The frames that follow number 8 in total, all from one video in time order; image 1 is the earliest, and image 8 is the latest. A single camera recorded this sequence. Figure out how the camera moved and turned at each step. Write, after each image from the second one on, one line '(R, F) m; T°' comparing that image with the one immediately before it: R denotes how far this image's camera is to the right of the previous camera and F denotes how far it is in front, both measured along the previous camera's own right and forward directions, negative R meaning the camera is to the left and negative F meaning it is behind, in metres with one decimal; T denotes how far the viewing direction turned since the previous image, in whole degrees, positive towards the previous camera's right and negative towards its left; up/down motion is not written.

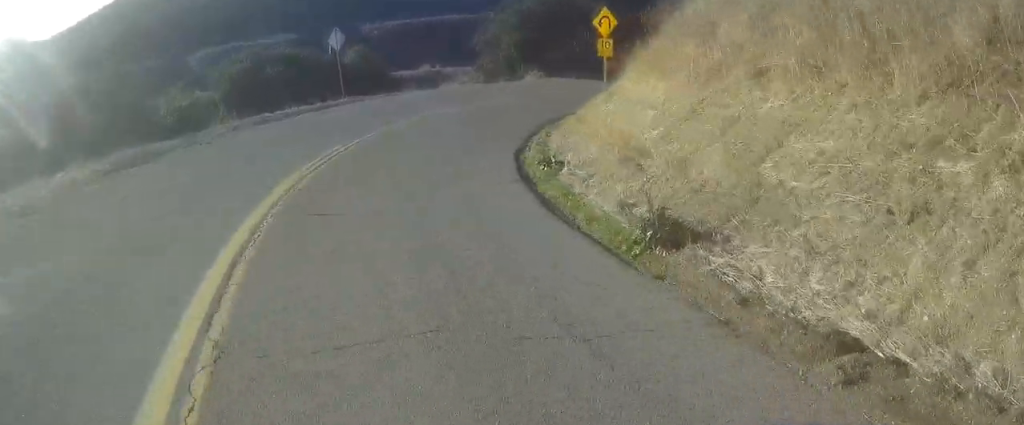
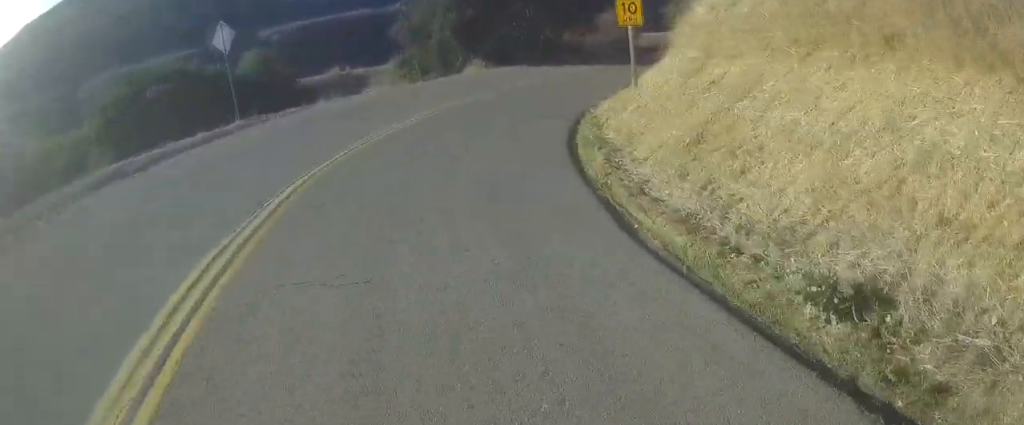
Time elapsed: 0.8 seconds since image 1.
(0.0, +8.2) m; +7°
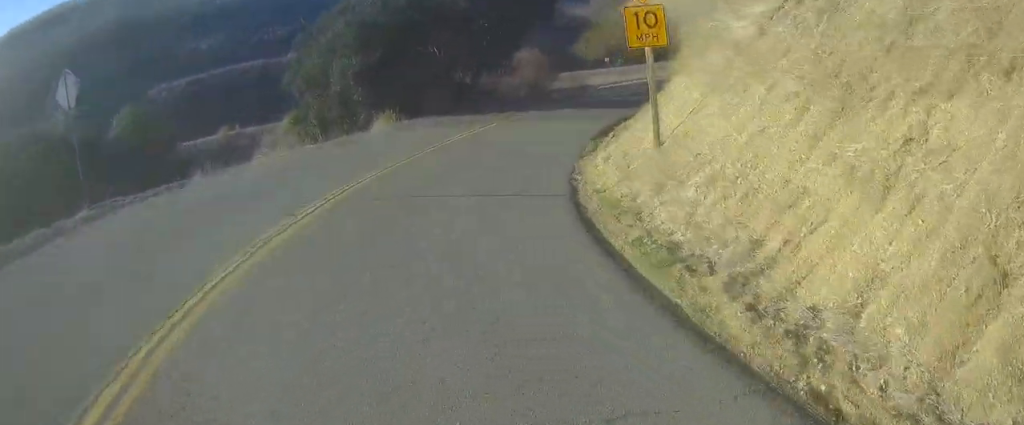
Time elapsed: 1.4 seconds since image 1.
(0.0, +5.5) m; +10°
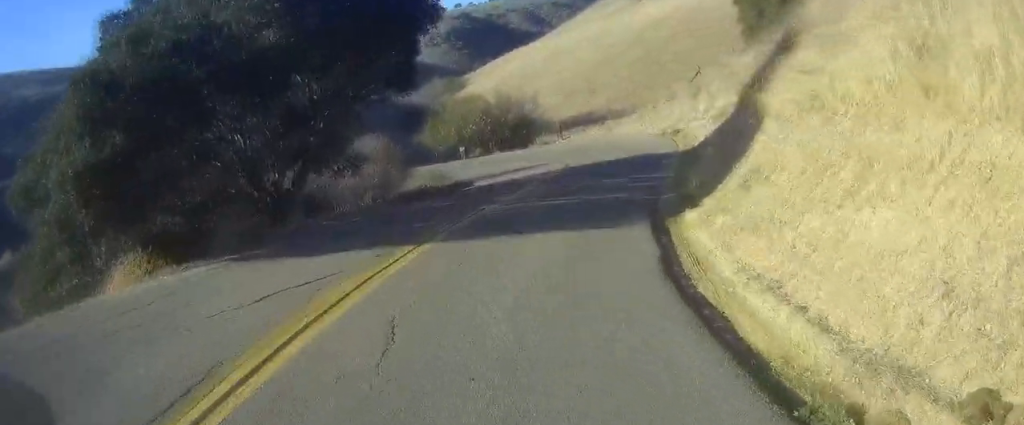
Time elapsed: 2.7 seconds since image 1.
(+4.0, +12.0) m; +31°
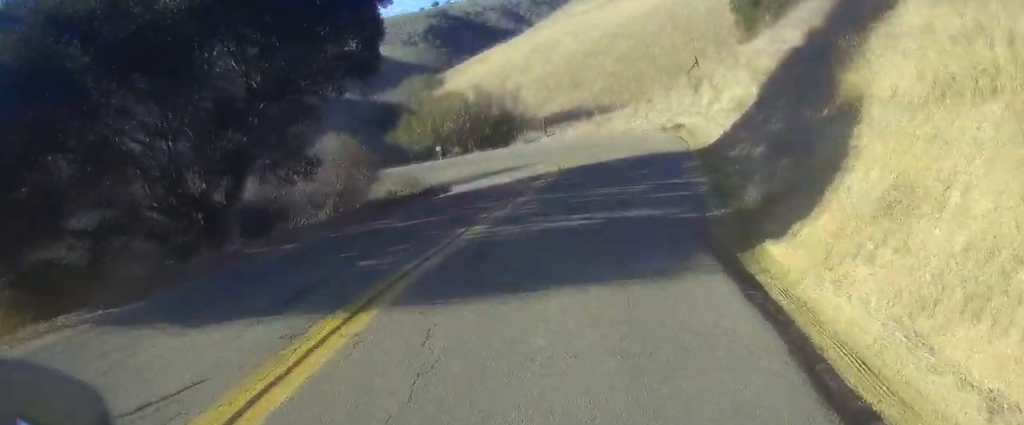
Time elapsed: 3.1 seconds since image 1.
(+0.3, +4.3) m; +8°
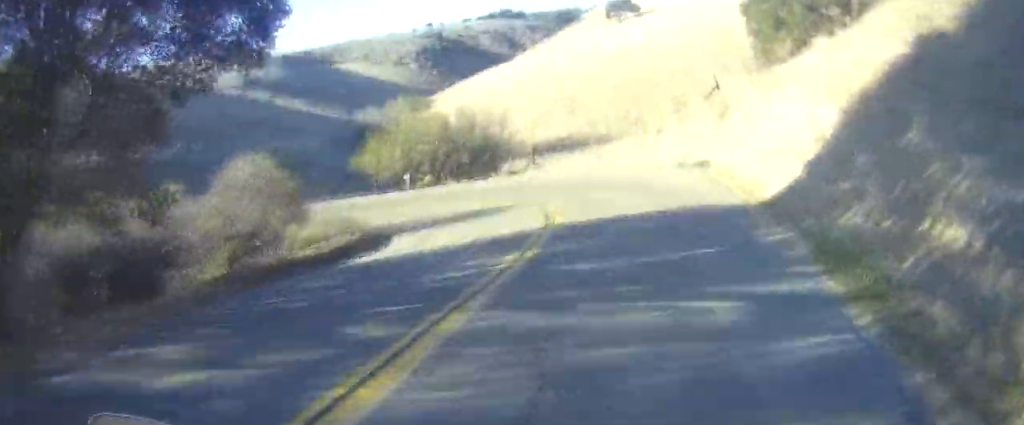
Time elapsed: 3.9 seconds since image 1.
(+0.7, +8.4) m; +6°
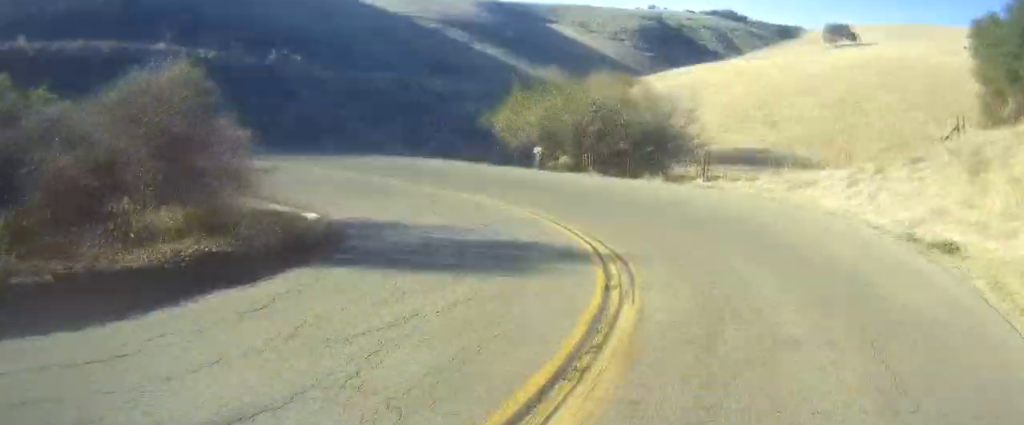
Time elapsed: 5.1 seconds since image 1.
(+0.7, +13.0) m; -7°
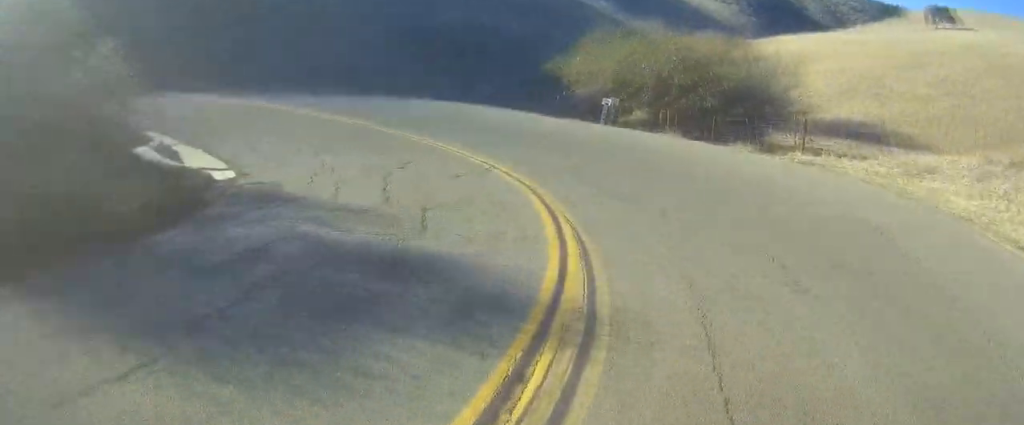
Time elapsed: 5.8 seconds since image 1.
(-1.2, +6.2) m; -10°
